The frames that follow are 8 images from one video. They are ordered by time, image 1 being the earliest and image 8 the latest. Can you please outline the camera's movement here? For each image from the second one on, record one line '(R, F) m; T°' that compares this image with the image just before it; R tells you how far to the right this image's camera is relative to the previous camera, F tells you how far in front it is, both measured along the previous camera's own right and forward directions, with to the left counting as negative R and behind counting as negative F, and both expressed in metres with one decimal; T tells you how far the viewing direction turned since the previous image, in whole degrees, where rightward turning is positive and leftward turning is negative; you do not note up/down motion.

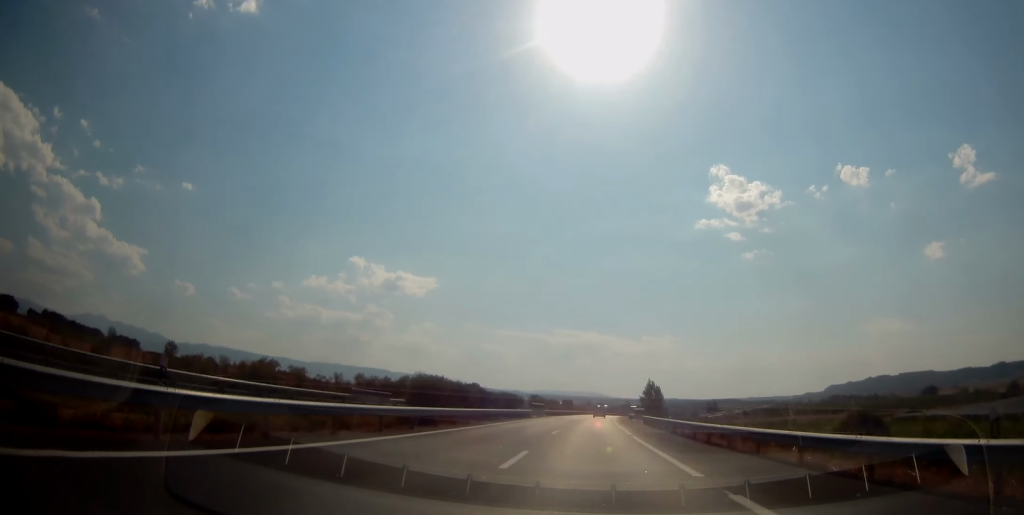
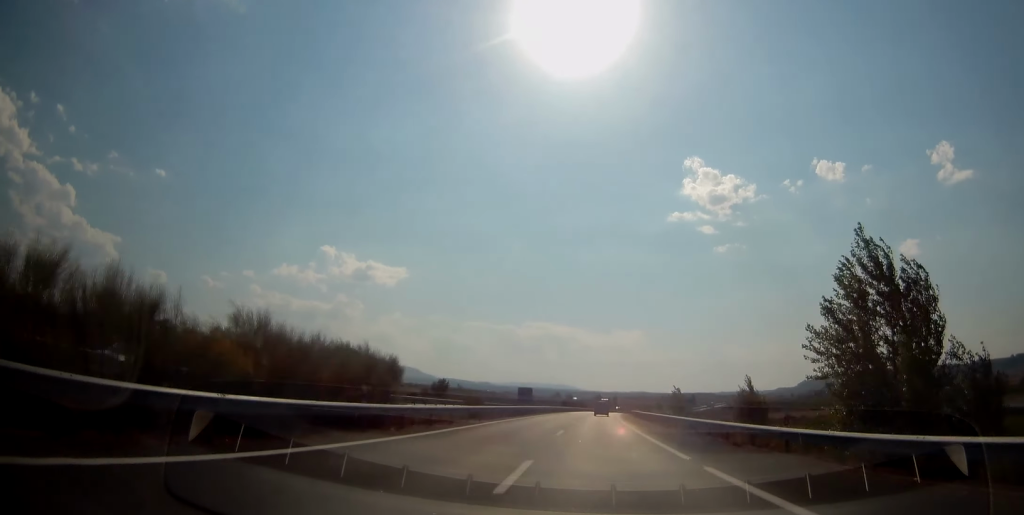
(+1.7, +92.1) m; +2°
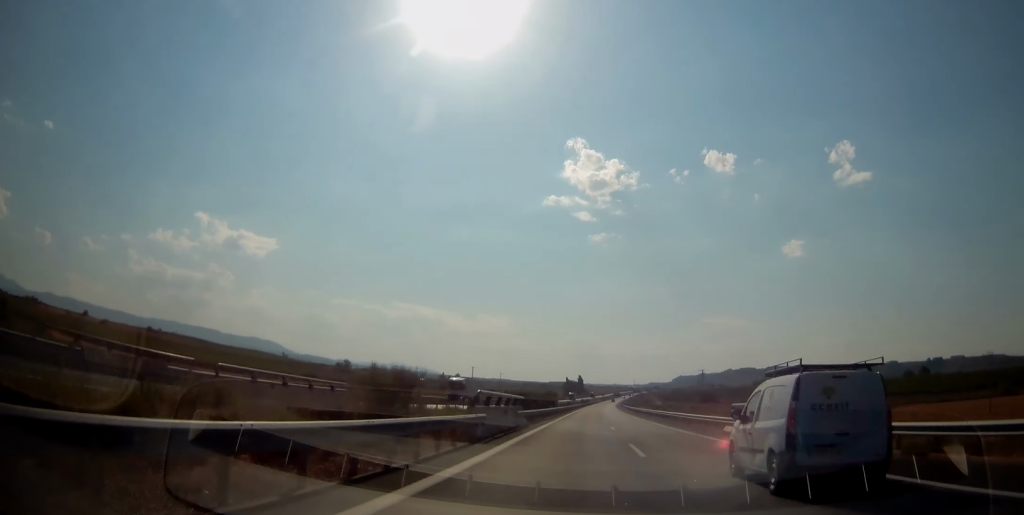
(+42.3, +441.5) m; +10°
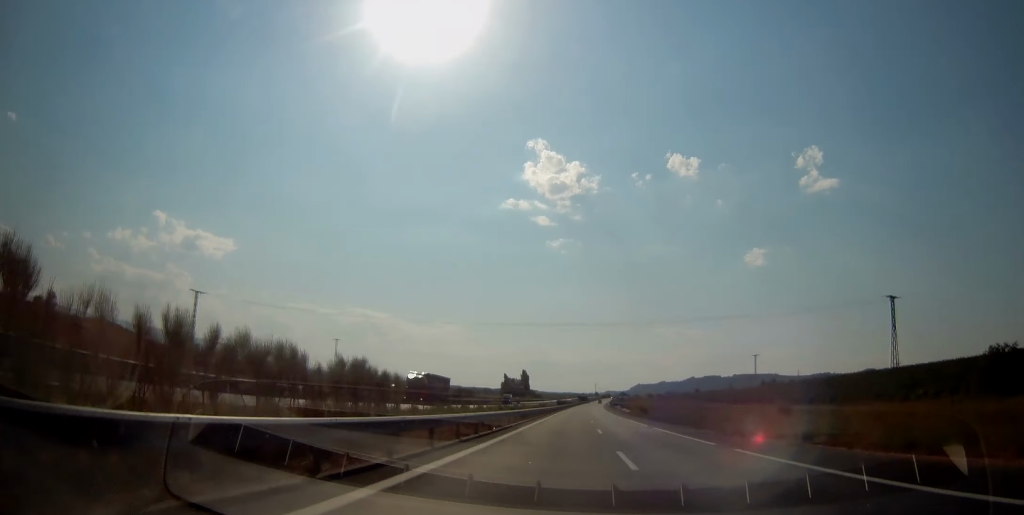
(+8.3, +241.1) m; +3°
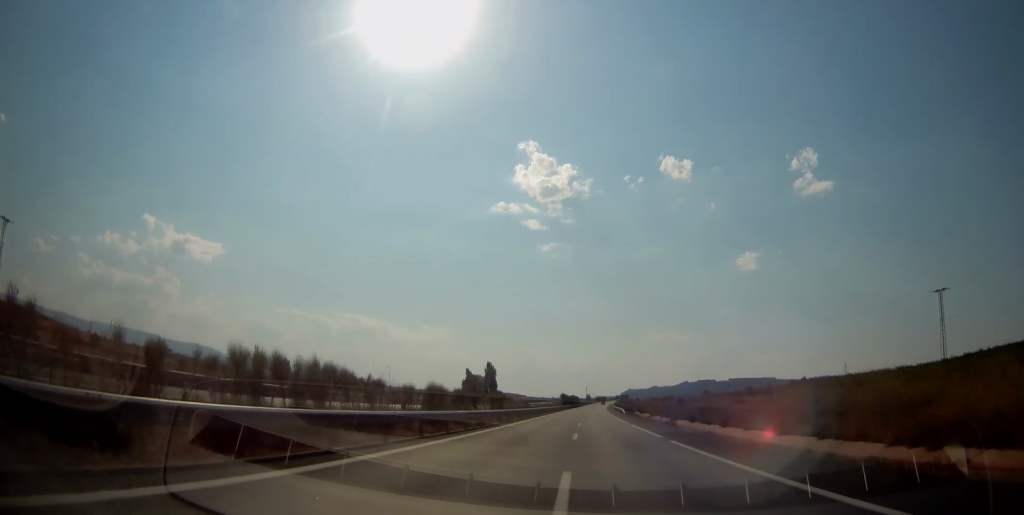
(+2.1, +131.3) m; +1°
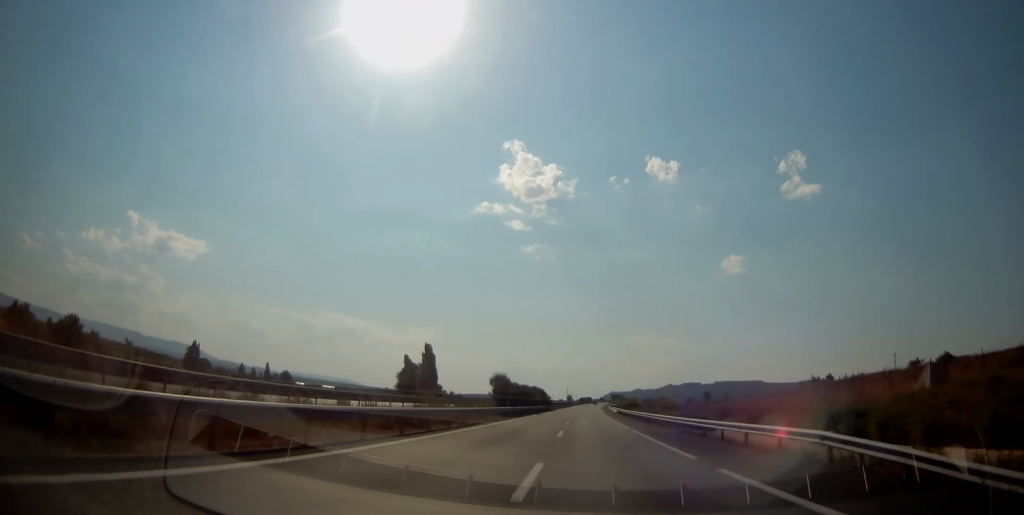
(+0.7, +103.6) m; +1°
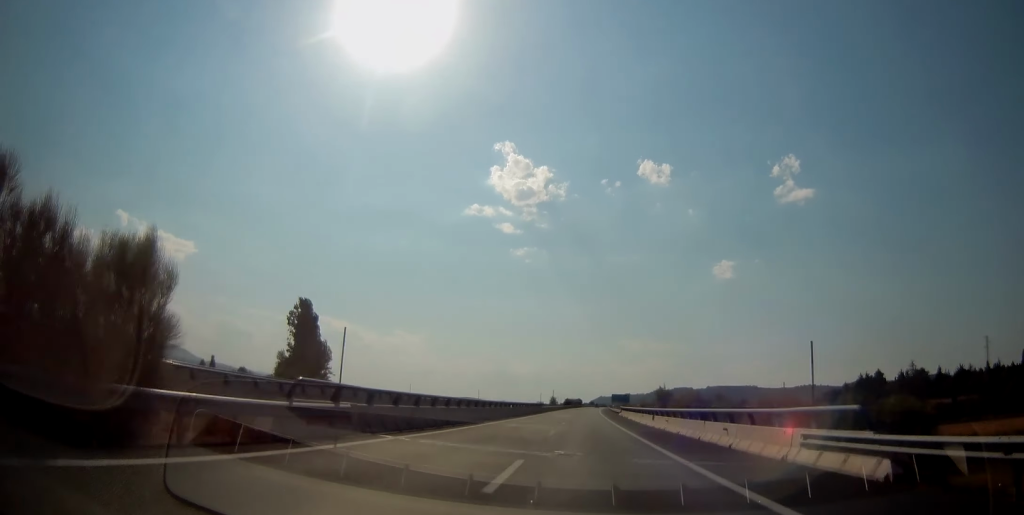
(+1.6, +103.8) m; +1°
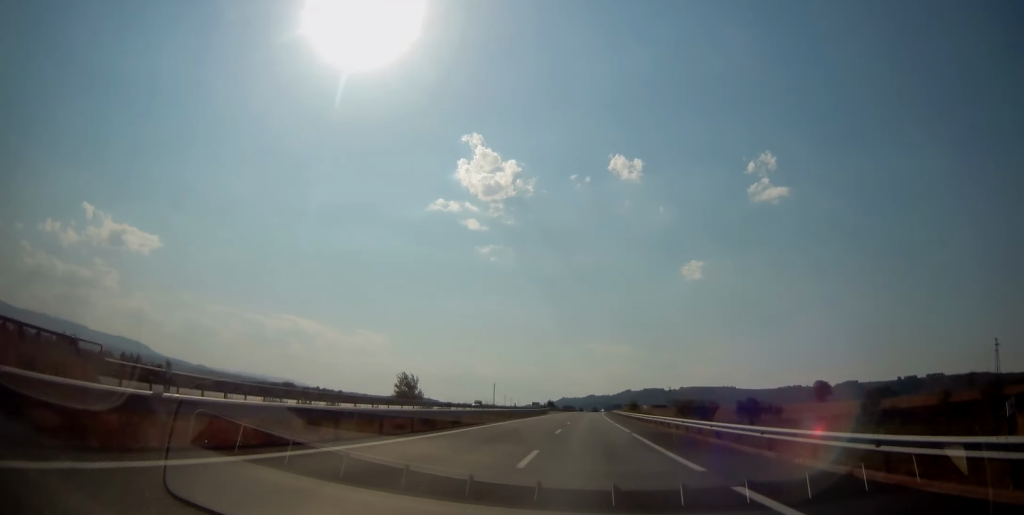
(+6.9, +291.1) m; +3°
